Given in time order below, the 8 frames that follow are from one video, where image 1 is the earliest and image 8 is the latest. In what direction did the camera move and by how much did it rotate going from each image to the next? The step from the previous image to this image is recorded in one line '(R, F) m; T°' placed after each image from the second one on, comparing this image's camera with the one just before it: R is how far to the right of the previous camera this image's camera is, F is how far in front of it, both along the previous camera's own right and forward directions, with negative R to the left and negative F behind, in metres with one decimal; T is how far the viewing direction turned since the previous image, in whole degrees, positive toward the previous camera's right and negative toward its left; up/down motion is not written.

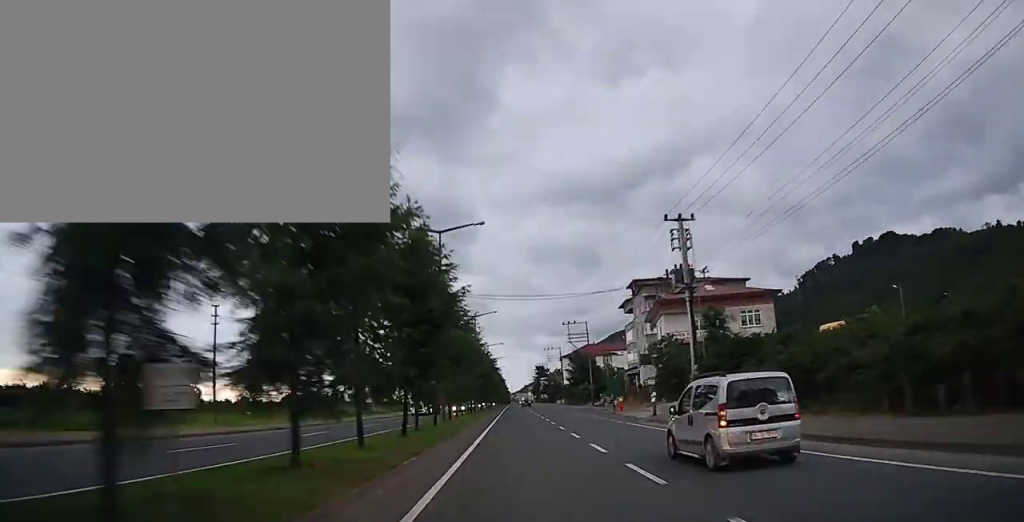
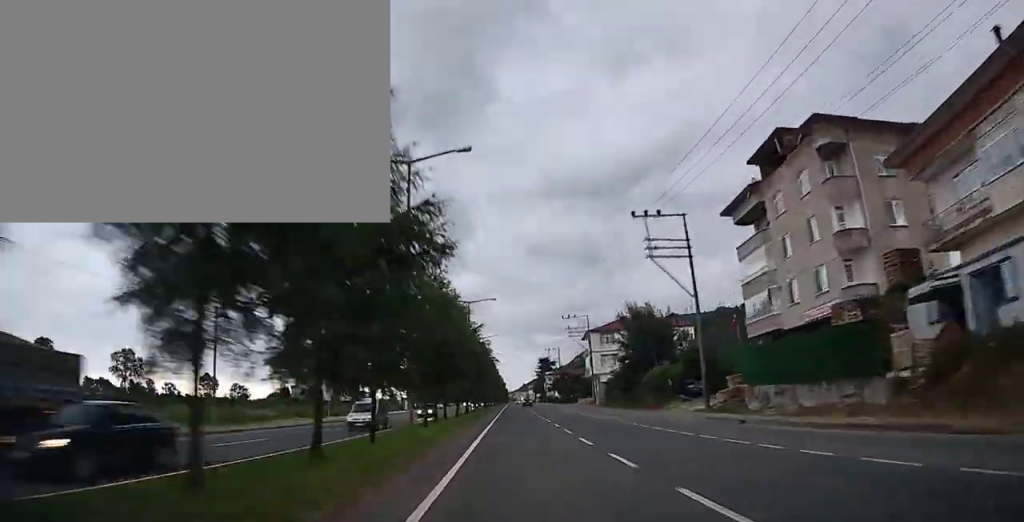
(0.0, +44.5) m; 0°
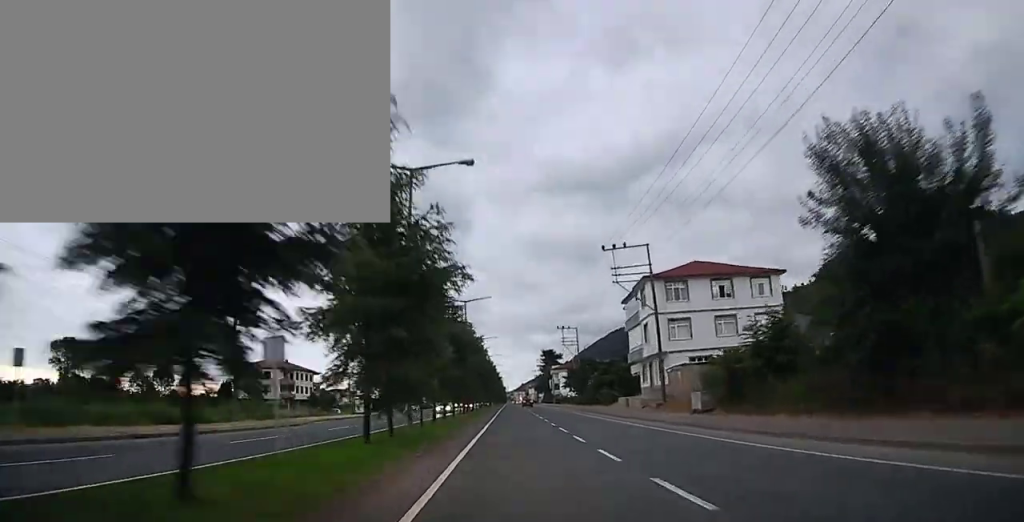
(0.0, +33.1) m; 0°
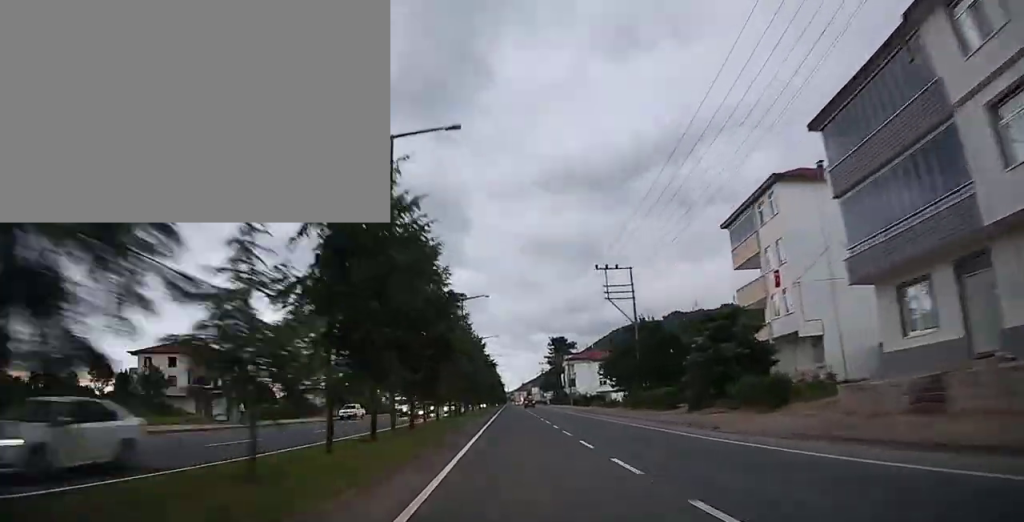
(+0.1, +38.4) m; 0°
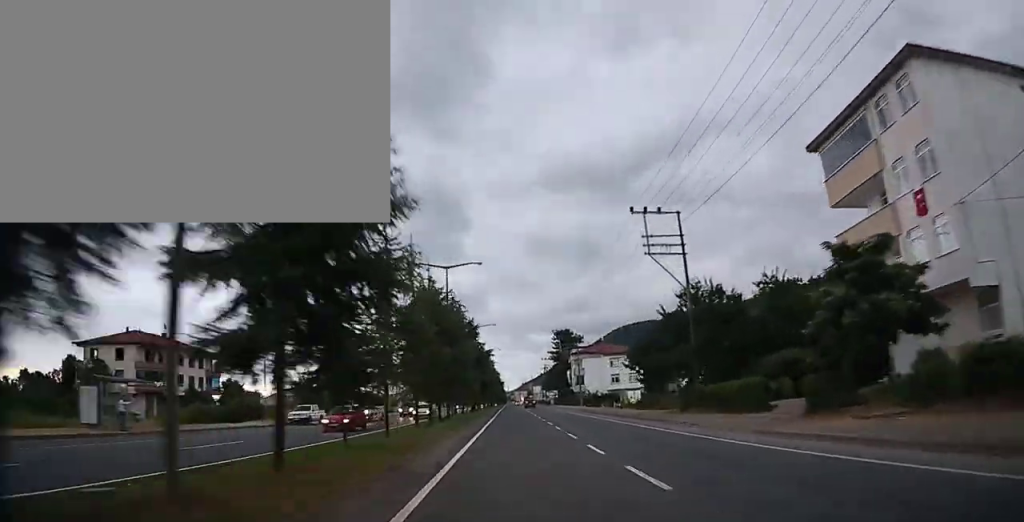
(-0.1, +13.5) m; 0°
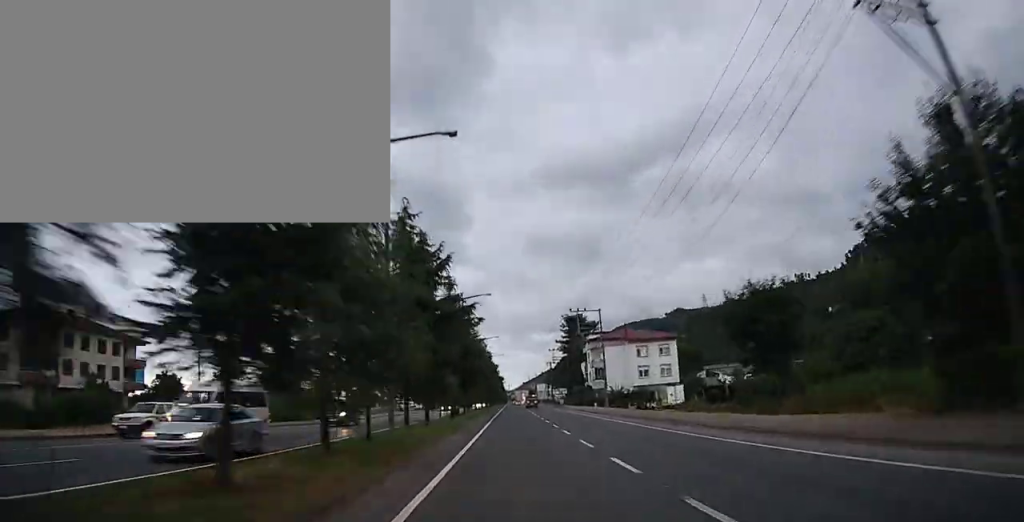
(0.0, +21.7) m; 0°
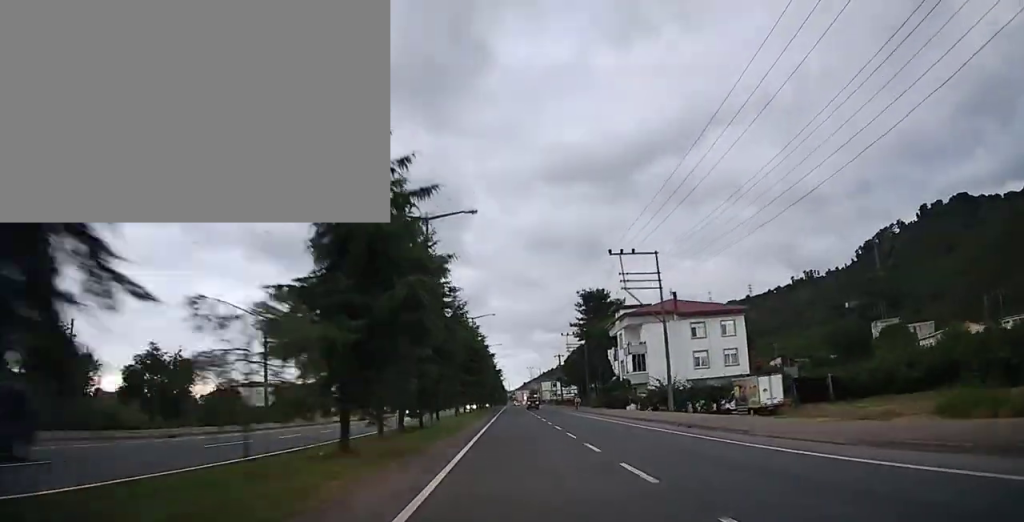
(0.0, +24.7) m; 0°
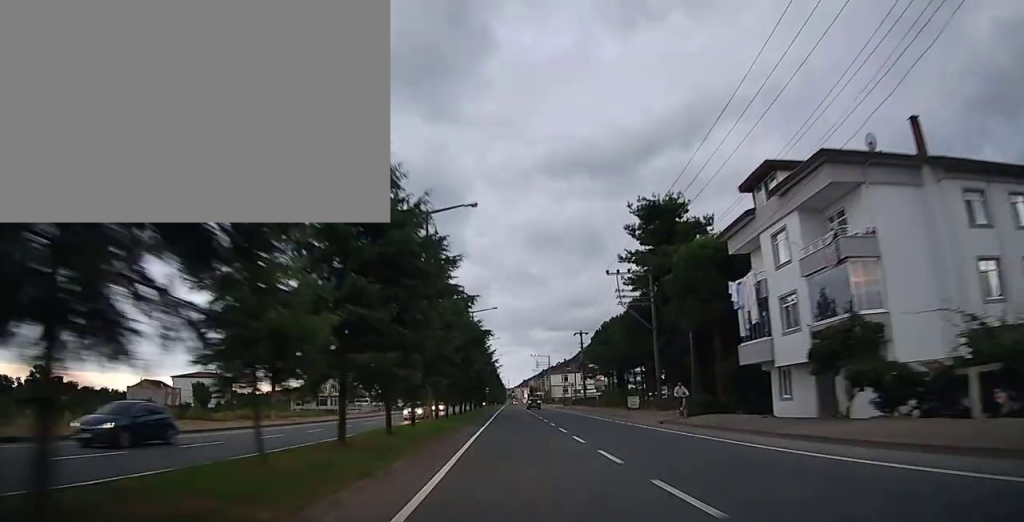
(0.0, +36.8) m; 0°
